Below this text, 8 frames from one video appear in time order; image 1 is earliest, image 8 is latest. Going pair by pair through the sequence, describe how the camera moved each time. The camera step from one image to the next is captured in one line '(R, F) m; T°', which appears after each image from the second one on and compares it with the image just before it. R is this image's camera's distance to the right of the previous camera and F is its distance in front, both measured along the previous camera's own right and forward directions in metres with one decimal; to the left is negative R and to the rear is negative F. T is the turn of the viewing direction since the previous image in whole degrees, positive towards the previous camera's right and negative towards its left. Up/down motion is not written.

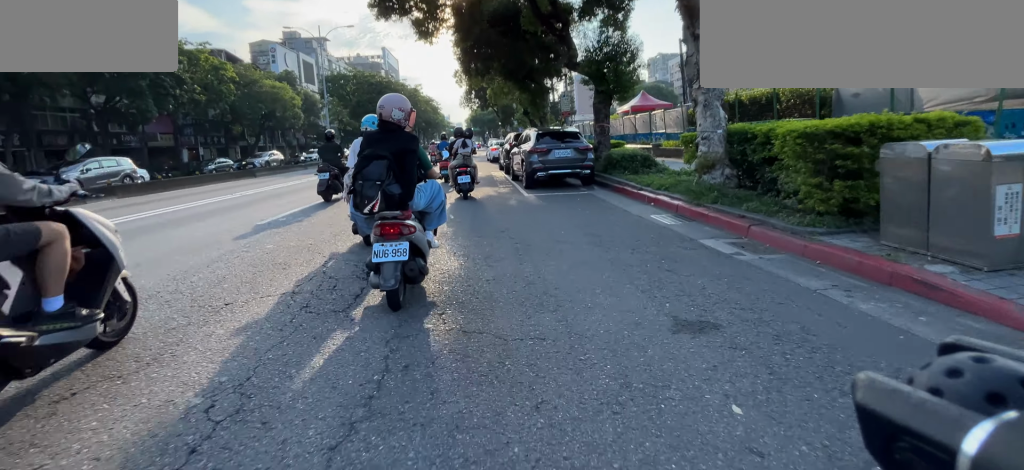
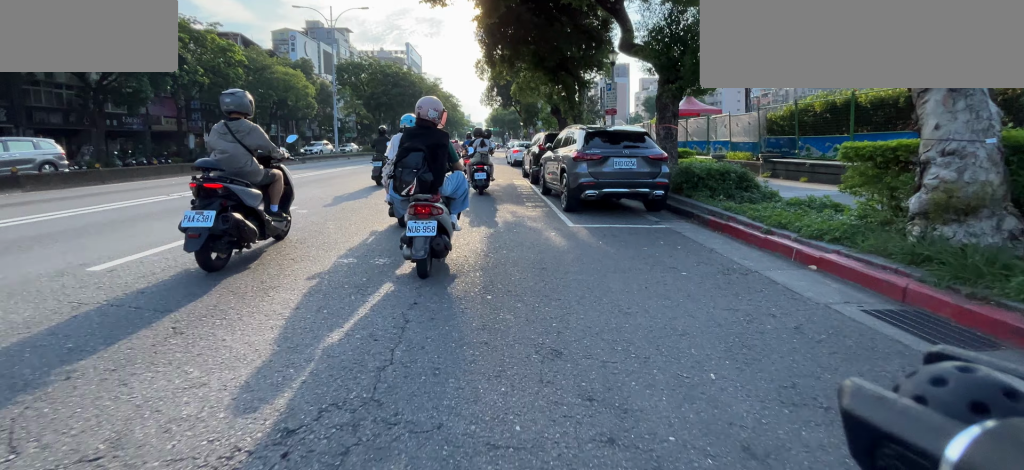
(0.0, +3.2) m; +1°
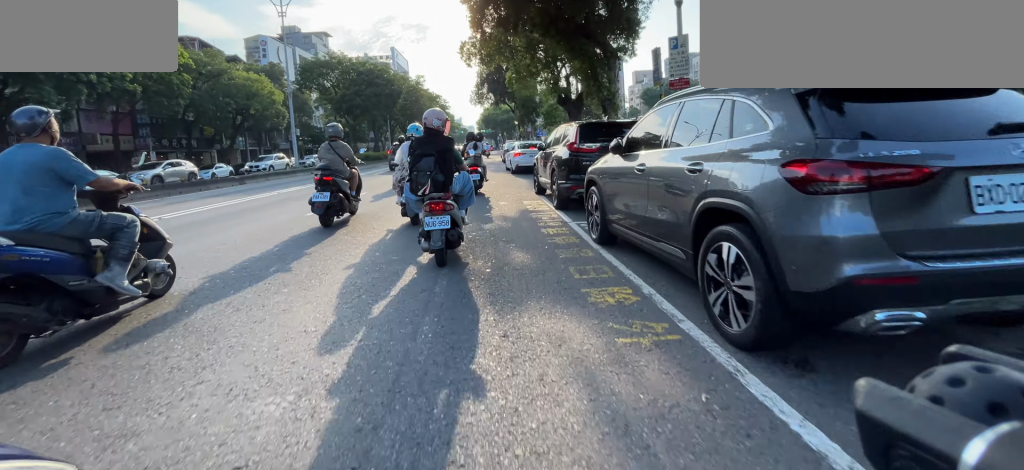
(0.0, +4.3) m; 0°
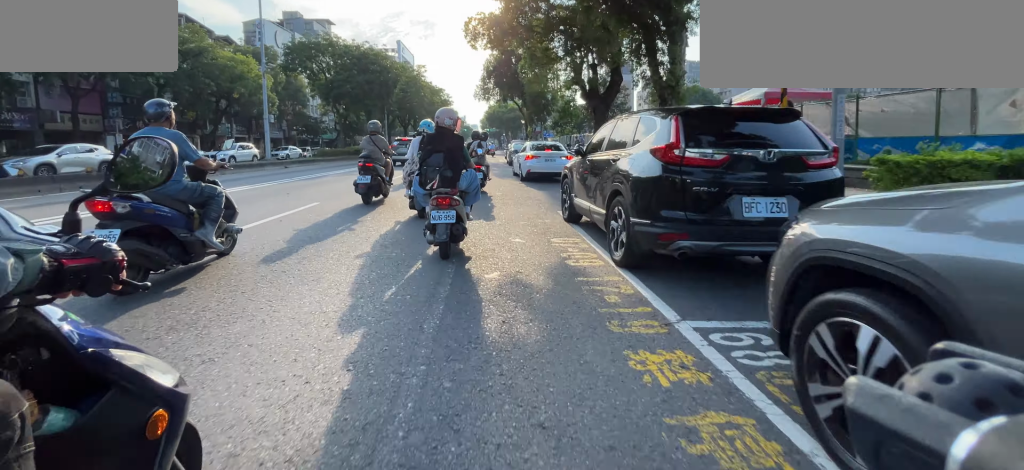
(0.0, +2.7) m; 0°
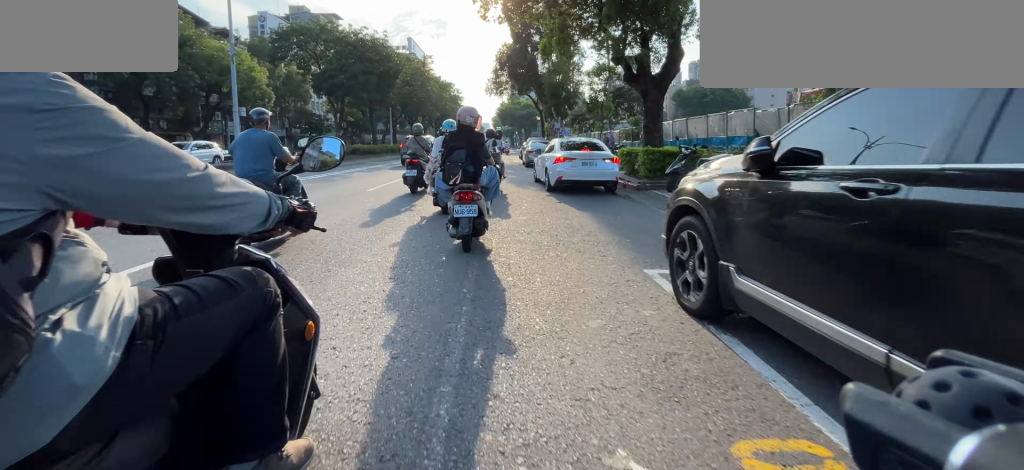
(0.0, +2.8) m; 0°
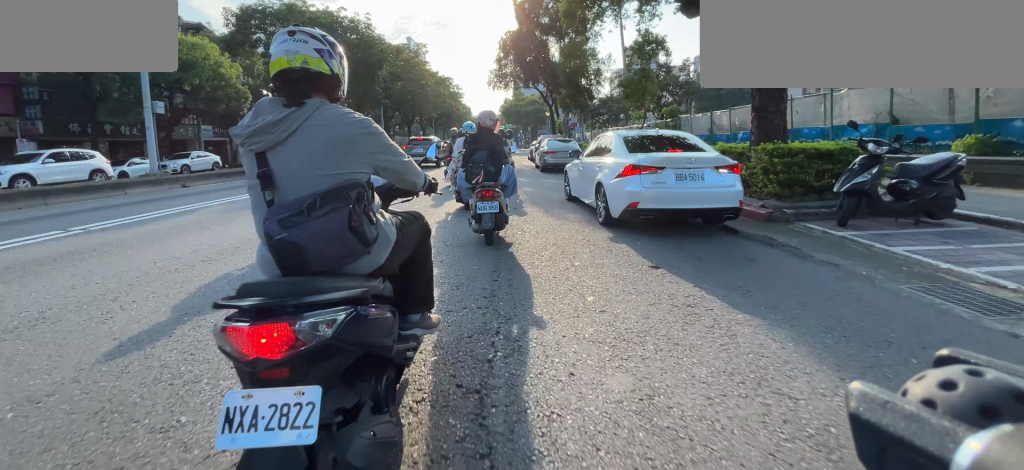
(0.0, +4.1) m; 0°
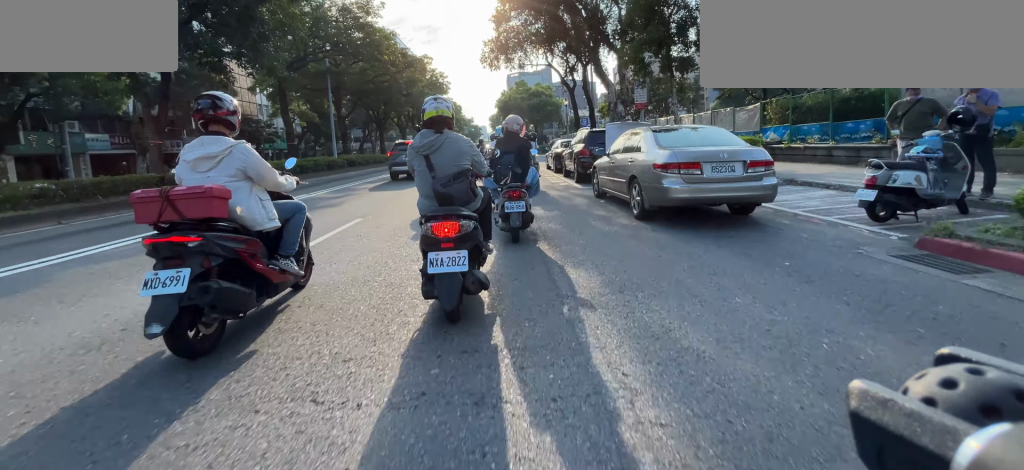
(0.0, +11.9) m; 0°
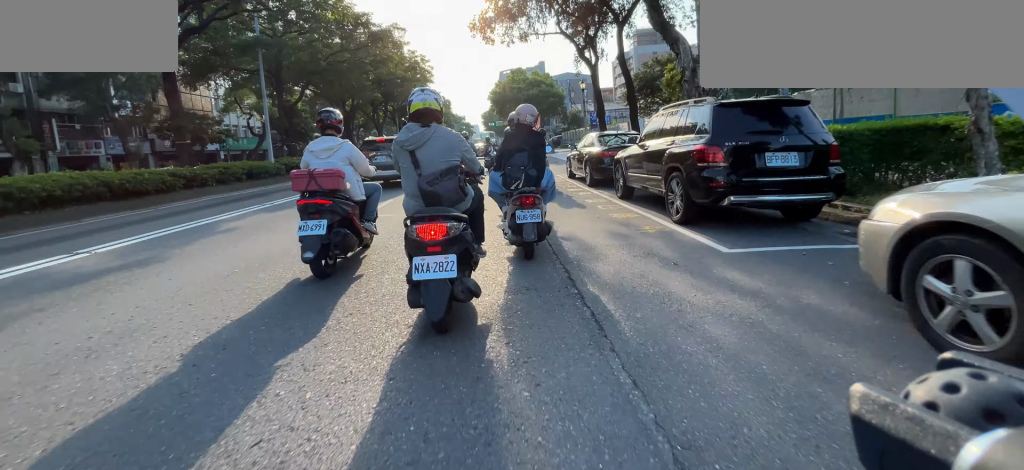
(0.0, +8.2) m; 0°
